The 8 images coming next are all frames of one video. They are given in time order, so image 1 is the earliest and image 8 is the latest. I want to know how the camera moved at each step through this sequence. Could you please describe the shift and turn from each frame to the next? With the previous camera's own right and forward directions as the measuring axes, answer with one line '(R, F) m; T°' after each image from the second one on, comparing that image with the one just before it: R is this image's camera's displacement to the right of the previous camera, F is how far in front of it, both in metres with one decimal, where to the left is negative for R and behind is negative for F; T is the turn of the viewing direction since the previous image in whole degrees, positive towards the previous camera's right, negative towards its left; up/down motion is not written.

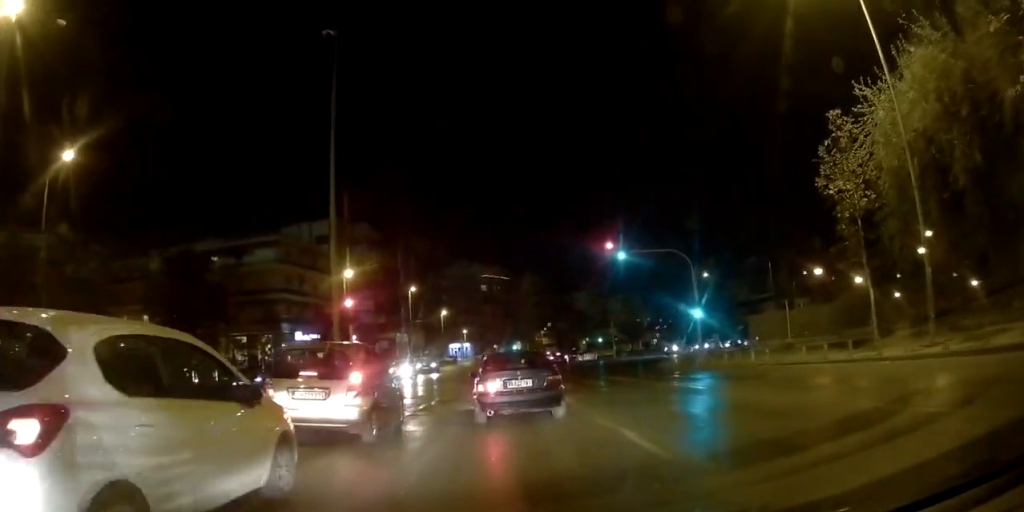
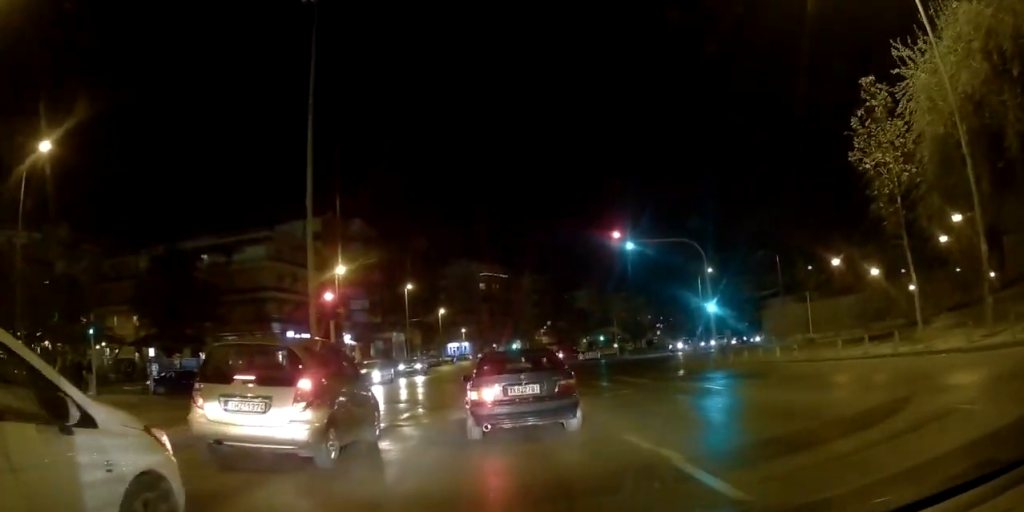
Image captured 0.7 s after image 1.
(-0.3, +2.0) m; -5°
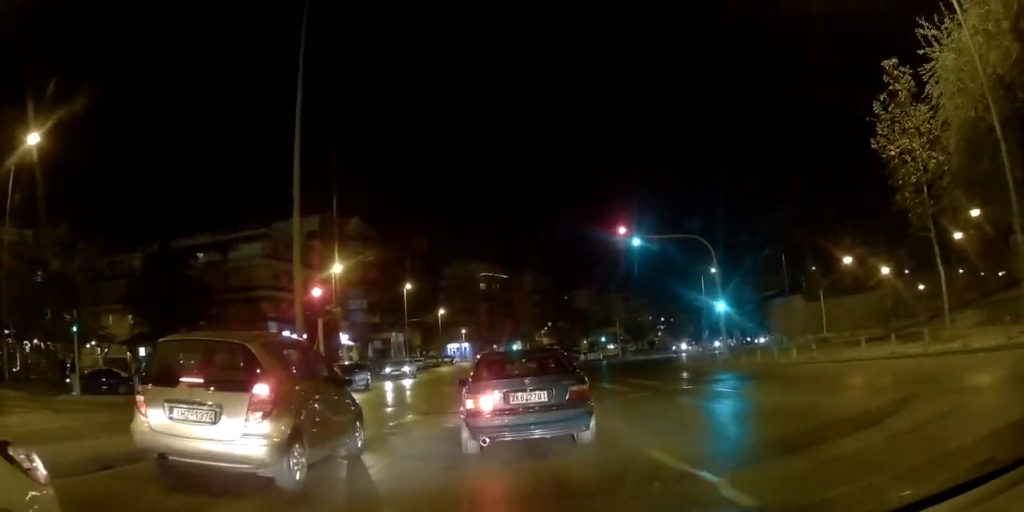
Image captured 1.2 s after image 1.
(-0.1, +1.1) m; -3°
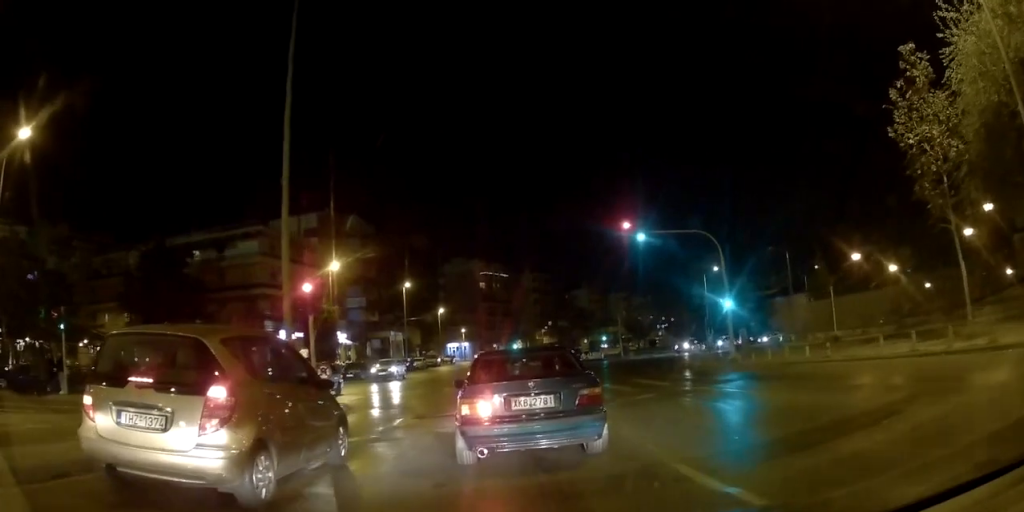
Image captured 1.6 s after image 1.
(+0.1, +0.5) m; 0°
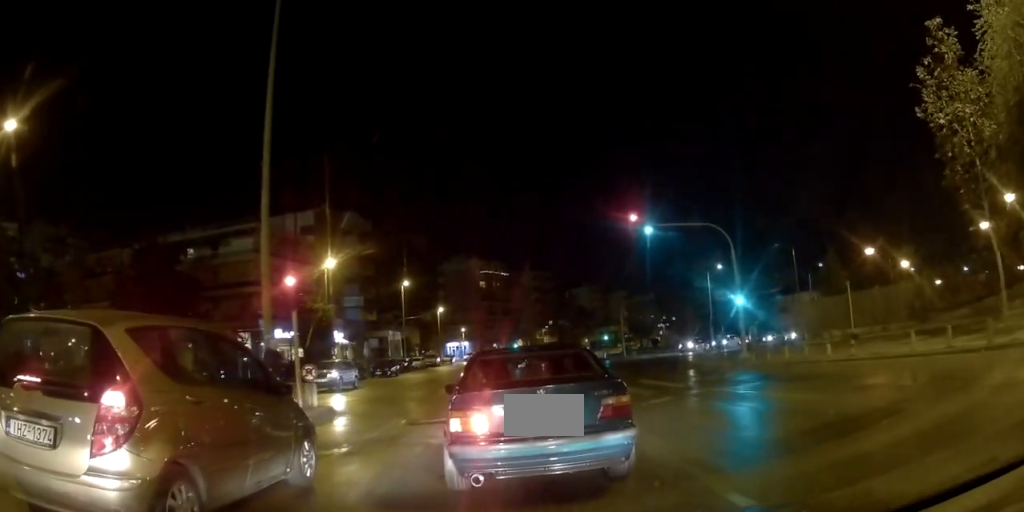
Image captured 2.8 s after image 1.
(+0.2, +0.9) m; 0°
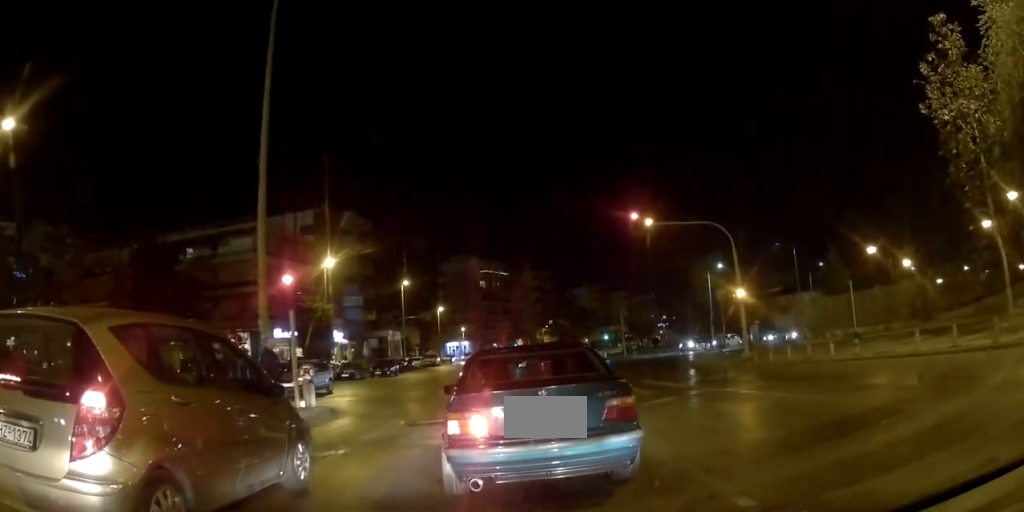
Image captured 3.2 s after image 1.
(+0.1, +0.1) m; 0°
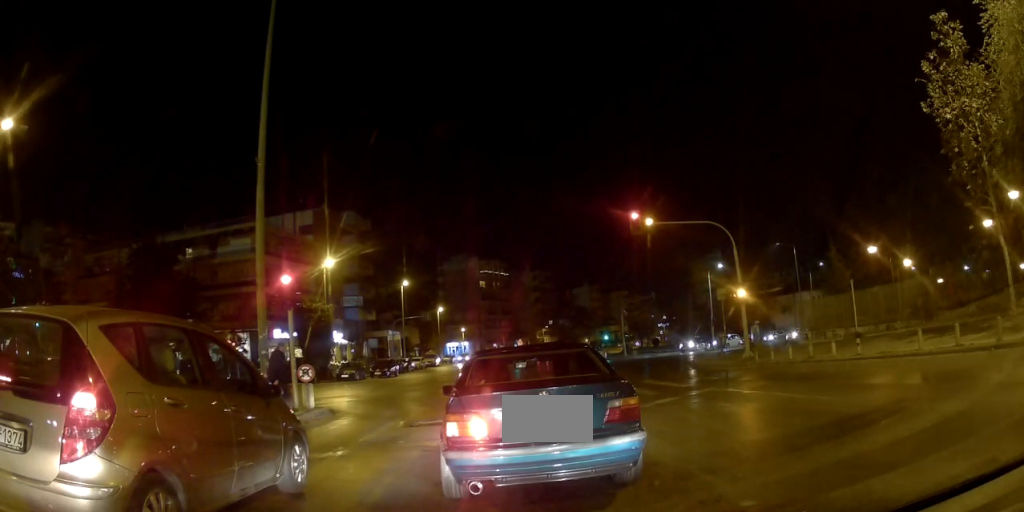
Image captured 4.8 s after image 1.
(0.0, +0.4) m; 0°
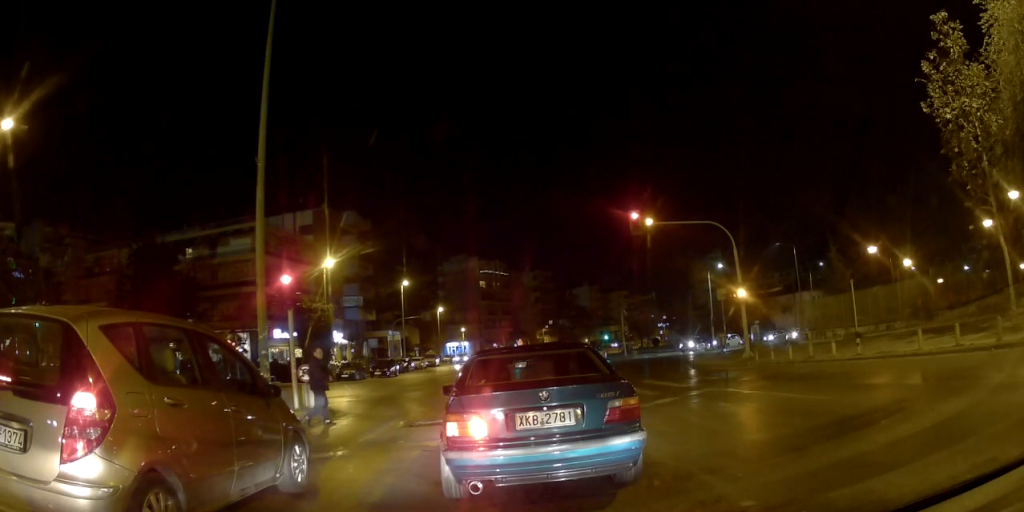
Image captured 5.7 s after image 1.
(0.0, 0.0) m; 0°
